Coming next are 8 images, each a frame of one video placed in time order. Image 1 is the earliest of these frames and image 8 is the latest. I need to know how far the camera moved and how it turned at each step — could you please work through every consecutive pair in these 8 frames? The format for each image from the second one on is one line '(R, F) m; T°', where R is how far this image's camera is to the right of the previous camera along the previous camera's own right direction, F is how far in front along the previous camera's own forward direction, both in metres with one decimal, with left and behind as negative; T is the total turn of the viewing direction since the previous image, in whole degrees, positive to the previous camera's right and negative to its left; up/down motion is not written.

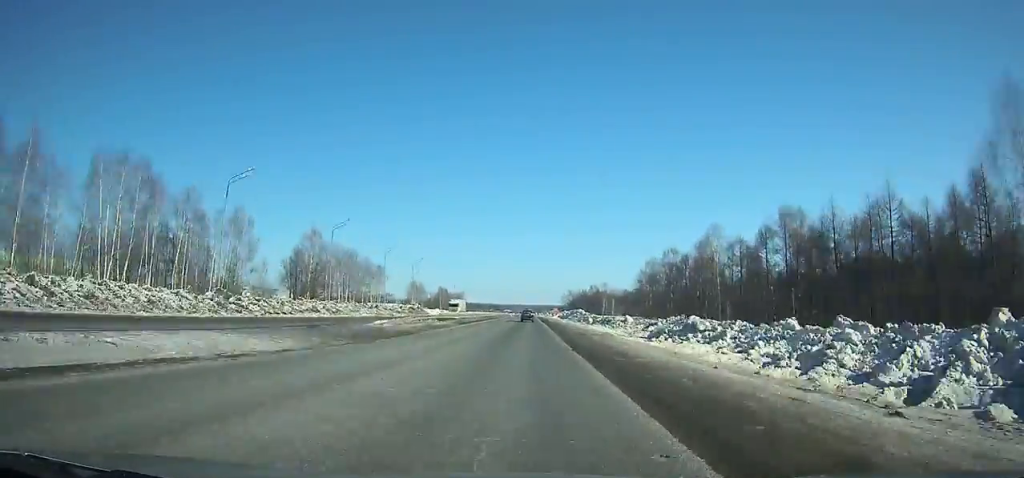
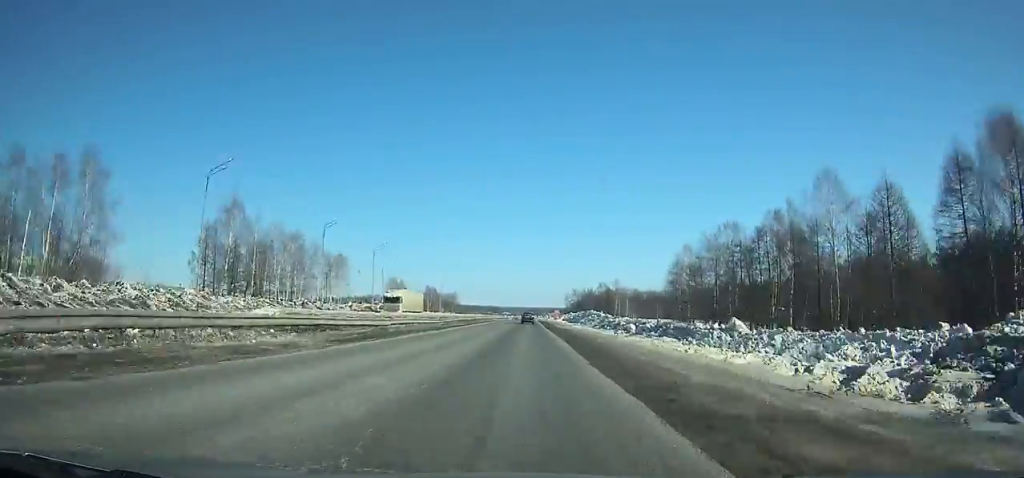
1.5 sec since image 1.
(-0.1, +32.0) m; 0°
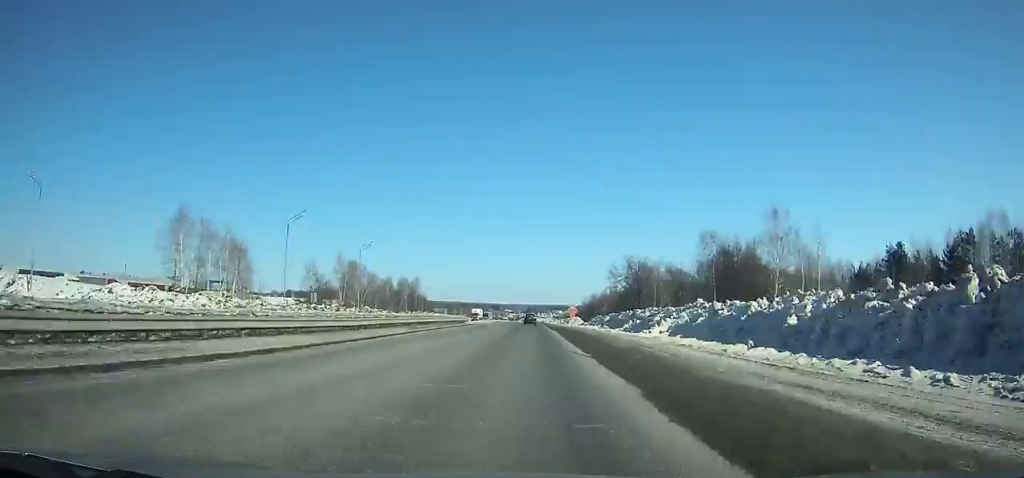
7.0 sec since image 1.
(-0.1, +119.2) m; 0°
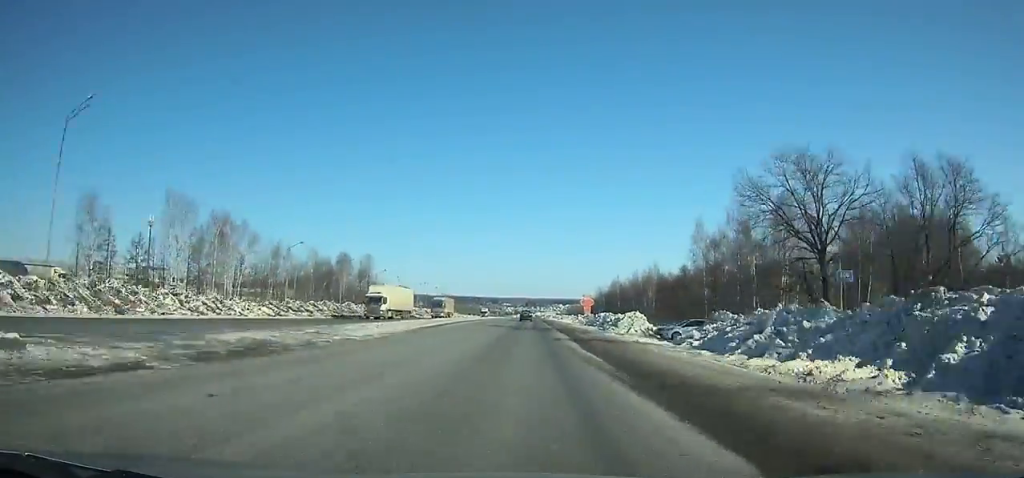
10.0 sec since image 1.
(-0.2, +66.2) m; 0°
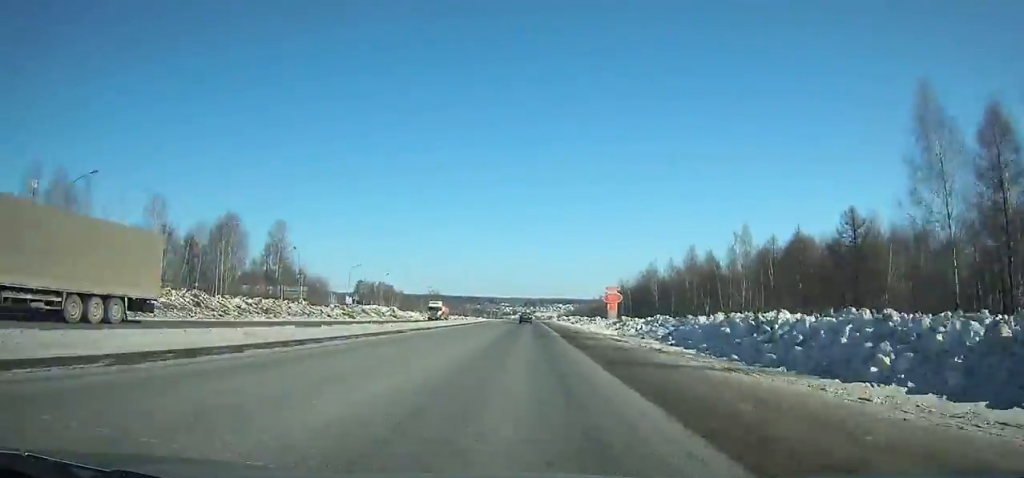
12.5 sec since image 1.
(+0.1, +55.9) m; 0°
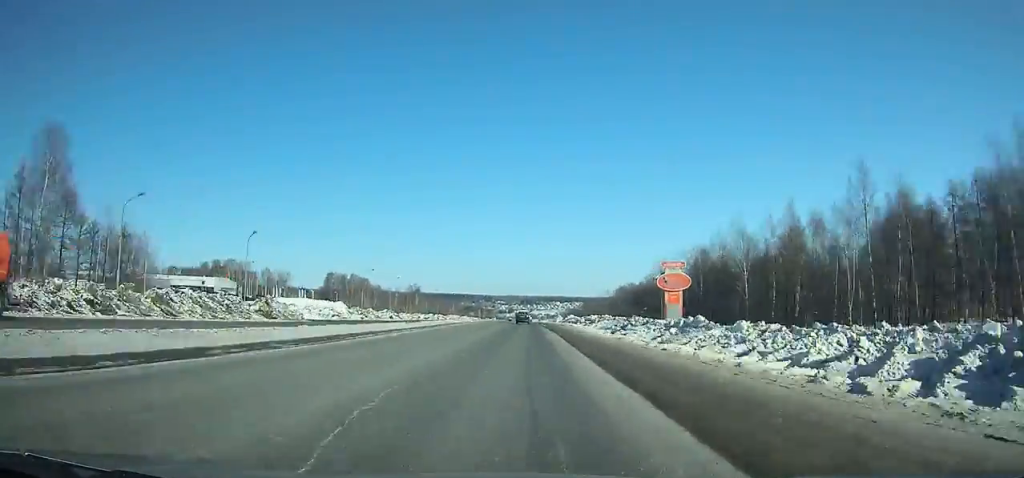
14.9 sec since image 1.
(+0.1, +54.2) m; 0°
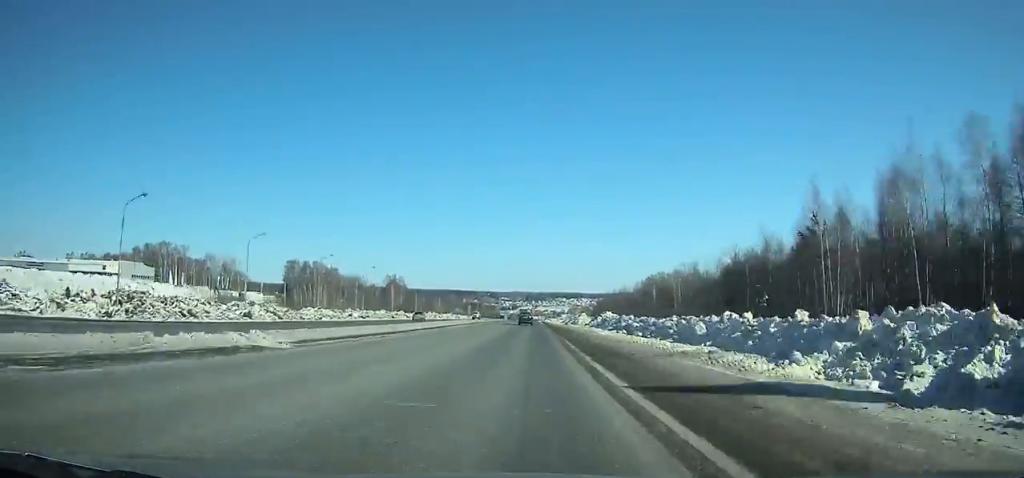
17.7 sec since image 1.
(0.0, +63.7) m; 0°
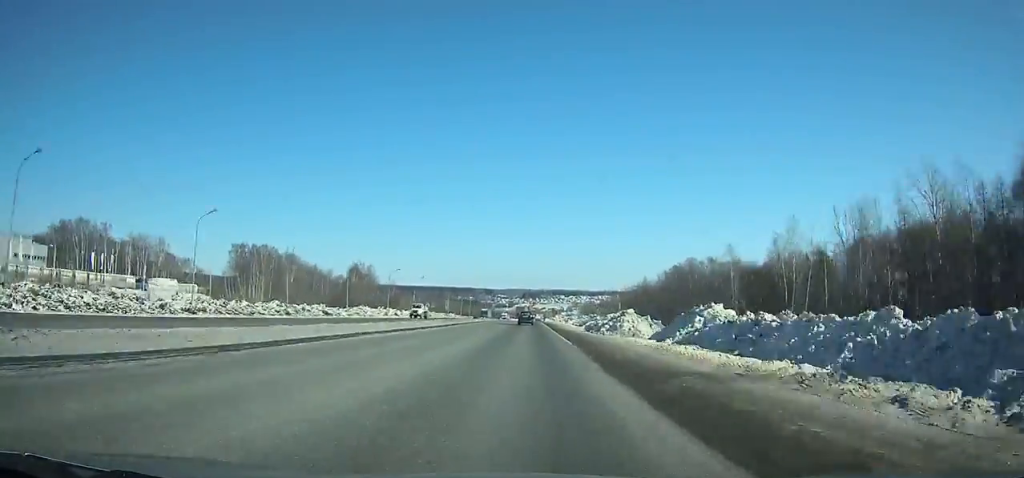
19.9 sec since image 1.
(-0.1, +50.2) m; 0°
